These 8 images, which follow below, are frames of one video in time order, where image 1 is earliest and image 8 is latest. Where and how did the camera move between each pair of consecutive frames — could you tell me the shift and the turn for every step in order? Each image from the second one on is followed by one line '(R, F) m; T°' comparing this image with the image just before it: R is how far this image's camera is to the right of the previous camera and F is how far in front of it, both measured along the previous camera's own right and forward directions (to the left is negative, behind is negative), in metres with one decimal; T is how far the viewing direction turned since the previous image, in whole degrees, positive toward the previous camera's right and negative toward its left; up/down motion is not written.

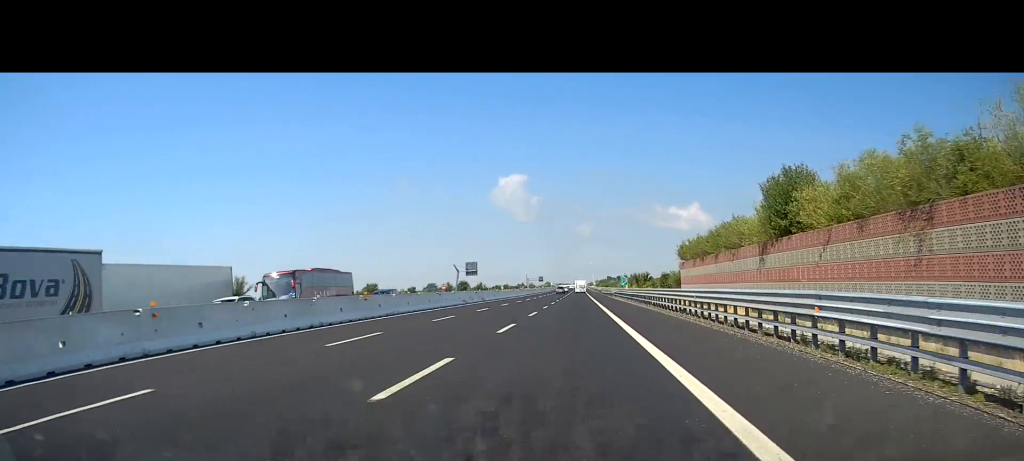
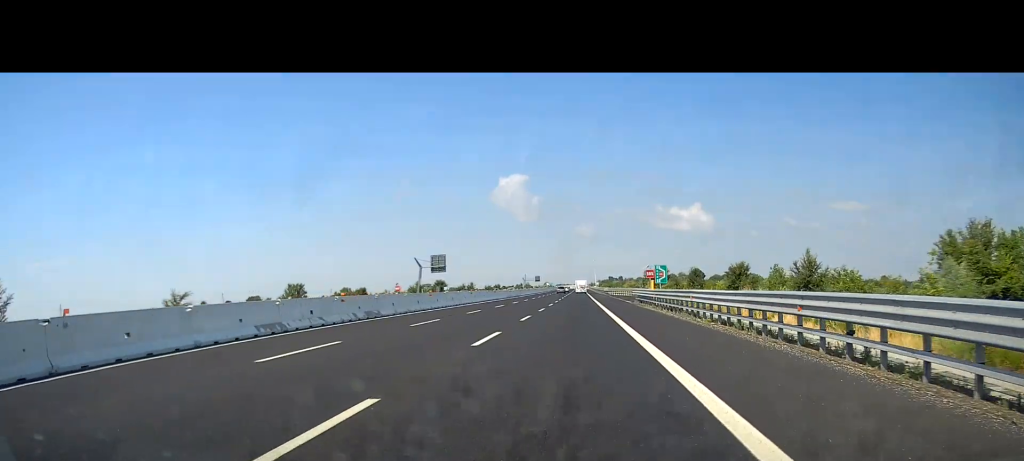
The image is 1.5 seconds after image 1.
(+0.1, +39.4) m; 0°
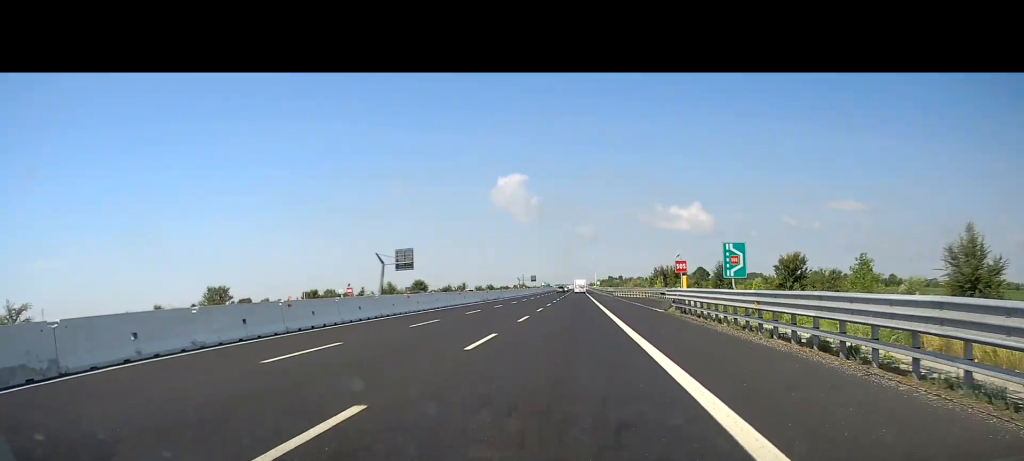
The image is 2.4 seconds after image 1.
(0.0, +23.7) m; 0°
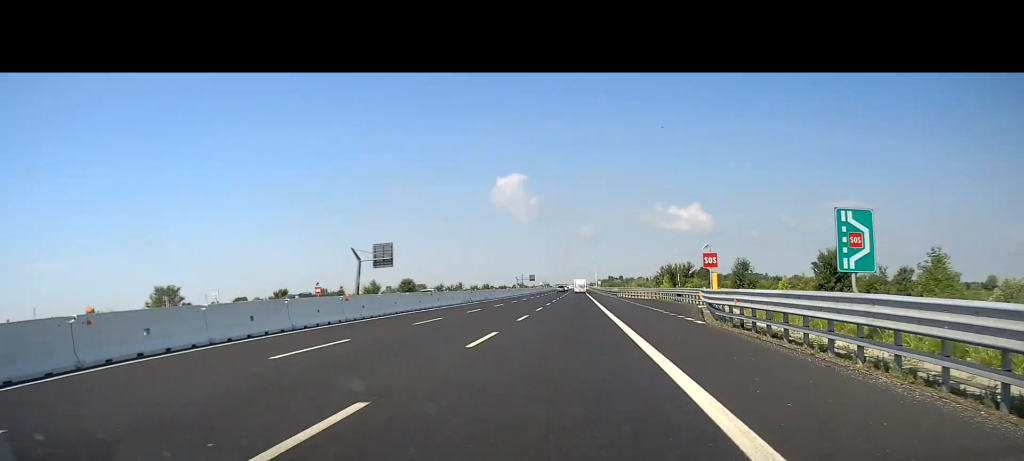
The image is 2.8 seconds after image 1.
(+0.1, +11.4) m; 0°
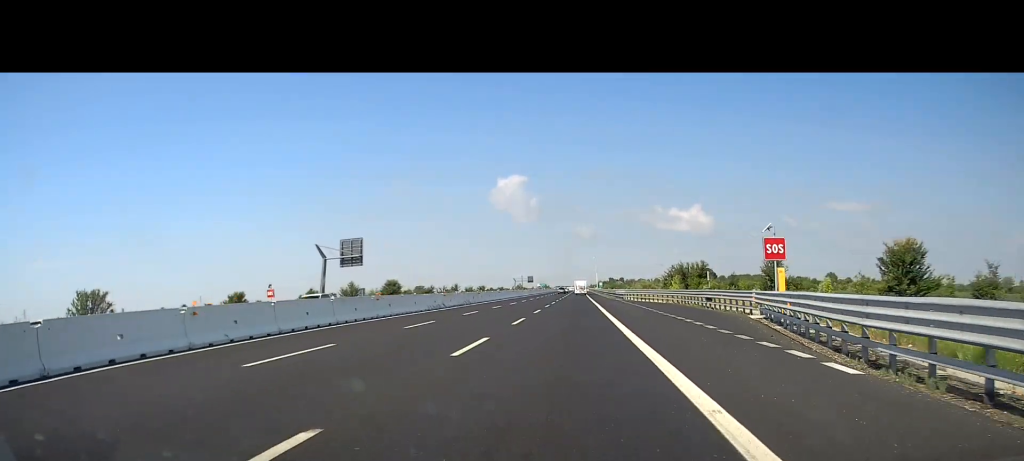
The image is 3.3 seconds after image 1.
(+0.1, +13.1) m; 0°
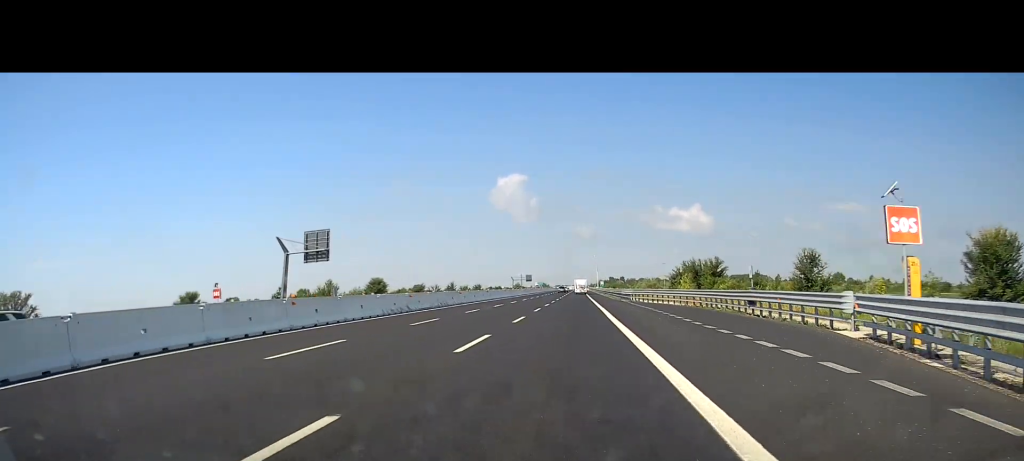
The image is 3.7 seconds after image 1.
(-0.1, +10.5) m; 0°
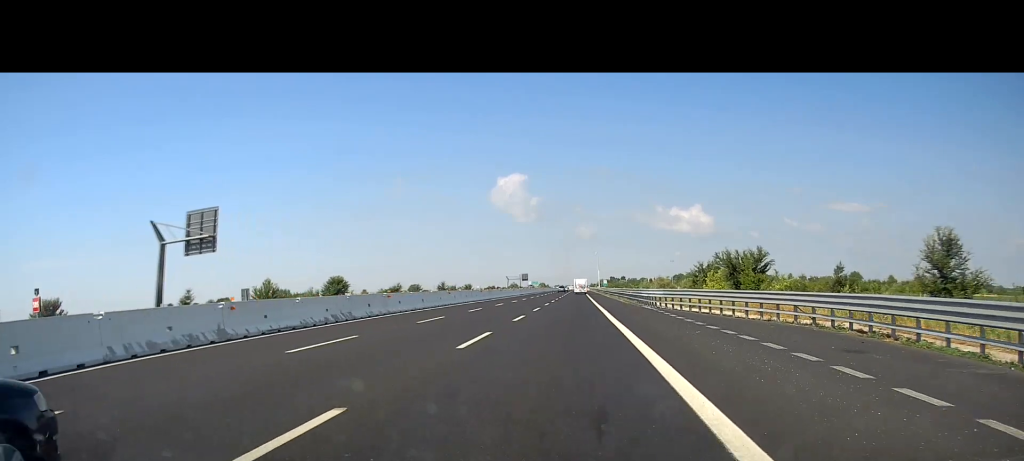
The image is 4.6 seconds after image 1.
(-0.1, +22.6) m; 0°
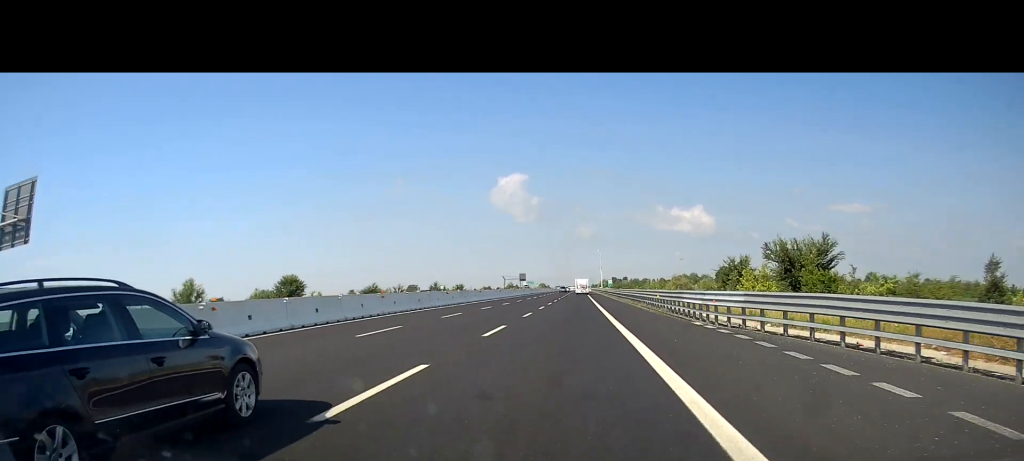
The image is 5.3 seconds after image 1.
(0.0, +19.1) m; 0°
